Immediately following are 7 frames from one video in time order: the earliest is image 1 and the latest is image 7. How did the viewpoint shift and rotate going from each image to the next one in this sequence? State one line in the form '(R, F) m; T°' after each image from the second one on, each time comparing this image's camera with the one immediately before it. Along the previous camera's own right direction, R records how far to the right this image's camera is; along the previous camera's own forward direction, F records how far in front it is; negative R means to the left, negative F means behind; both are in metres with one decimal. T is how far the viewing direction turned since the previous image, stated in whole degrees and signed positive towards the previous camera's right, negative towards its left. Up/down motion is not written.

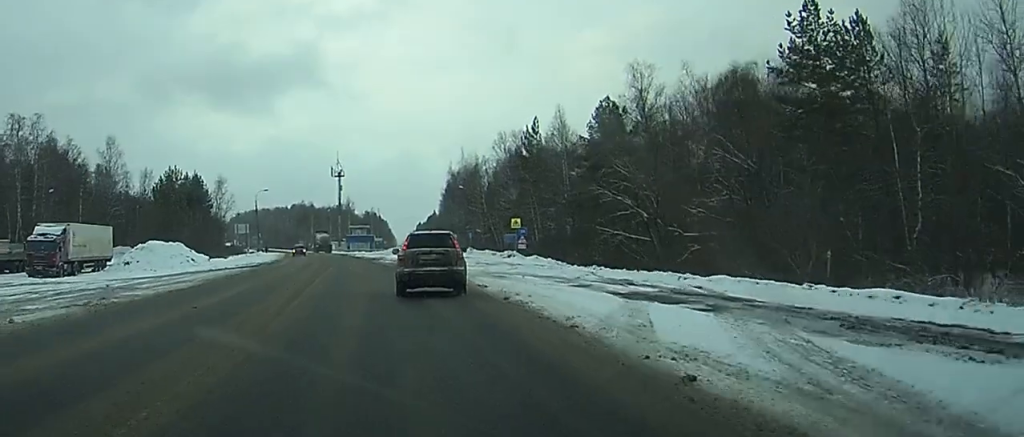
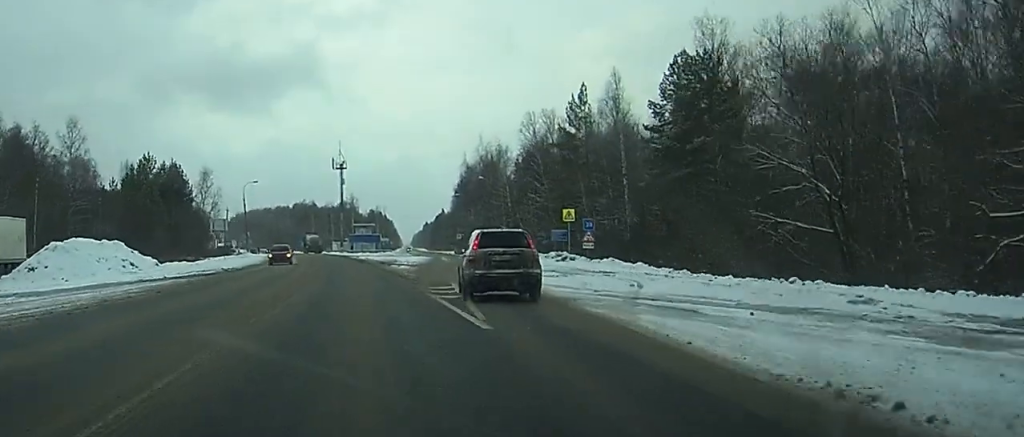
(-0.1, +21.4) m; 0°
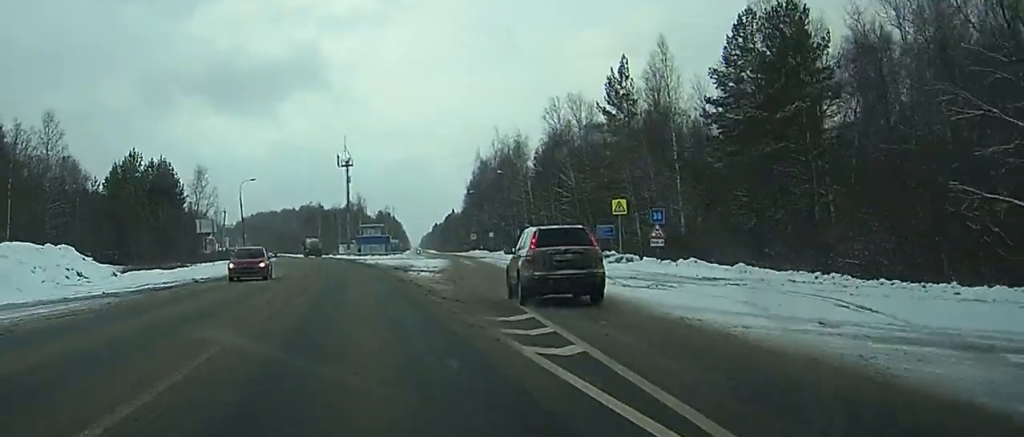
(0.0, +11.6) m; 0°
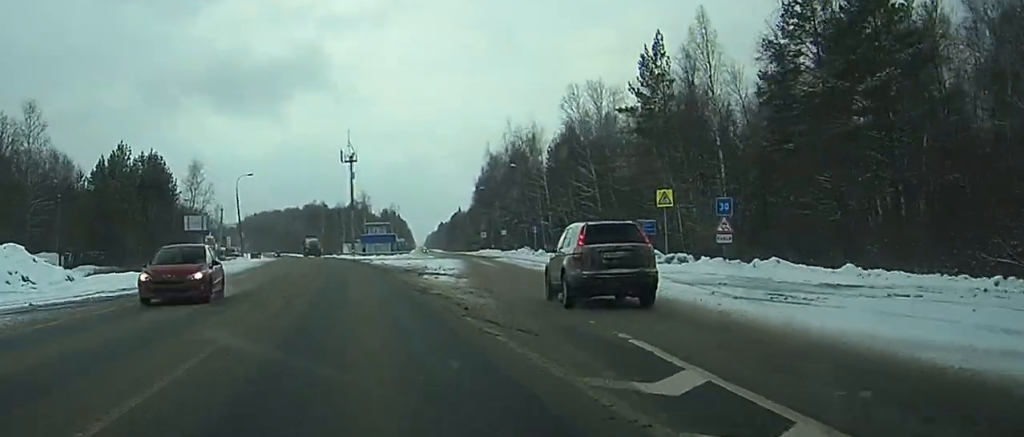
(0.0, +7.8) m; 0°
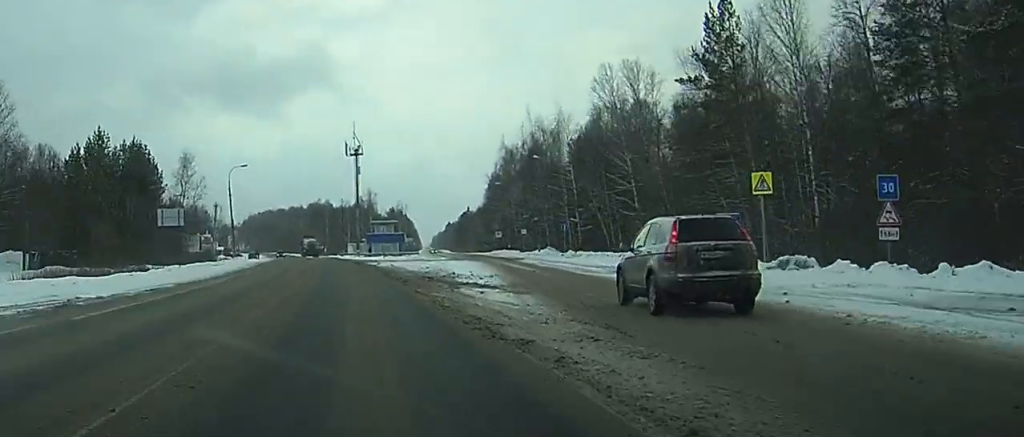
(0.0, +11.6) m; 0°
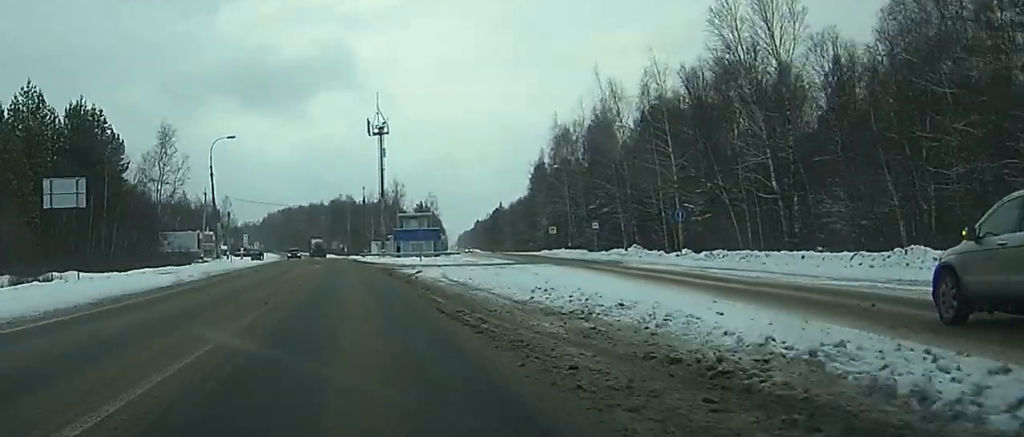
(-0.1, +26.7) m; 0°
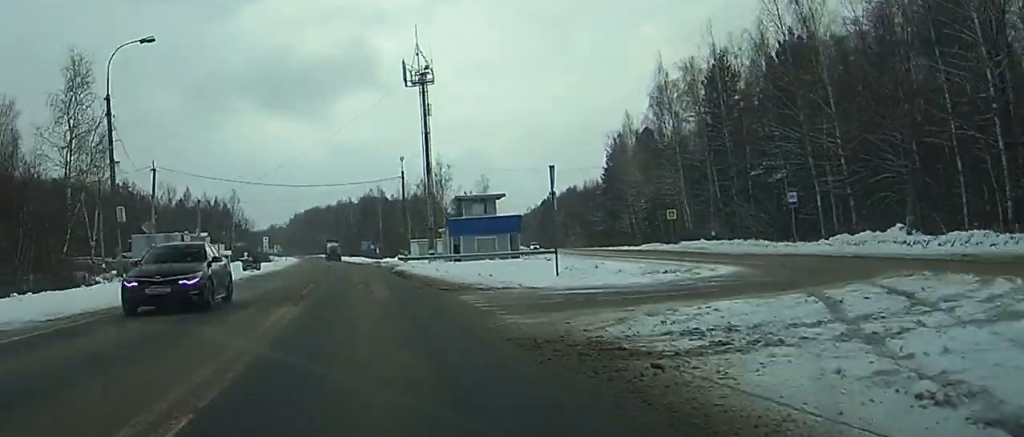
(-0.5, +39.5) m; -2°
